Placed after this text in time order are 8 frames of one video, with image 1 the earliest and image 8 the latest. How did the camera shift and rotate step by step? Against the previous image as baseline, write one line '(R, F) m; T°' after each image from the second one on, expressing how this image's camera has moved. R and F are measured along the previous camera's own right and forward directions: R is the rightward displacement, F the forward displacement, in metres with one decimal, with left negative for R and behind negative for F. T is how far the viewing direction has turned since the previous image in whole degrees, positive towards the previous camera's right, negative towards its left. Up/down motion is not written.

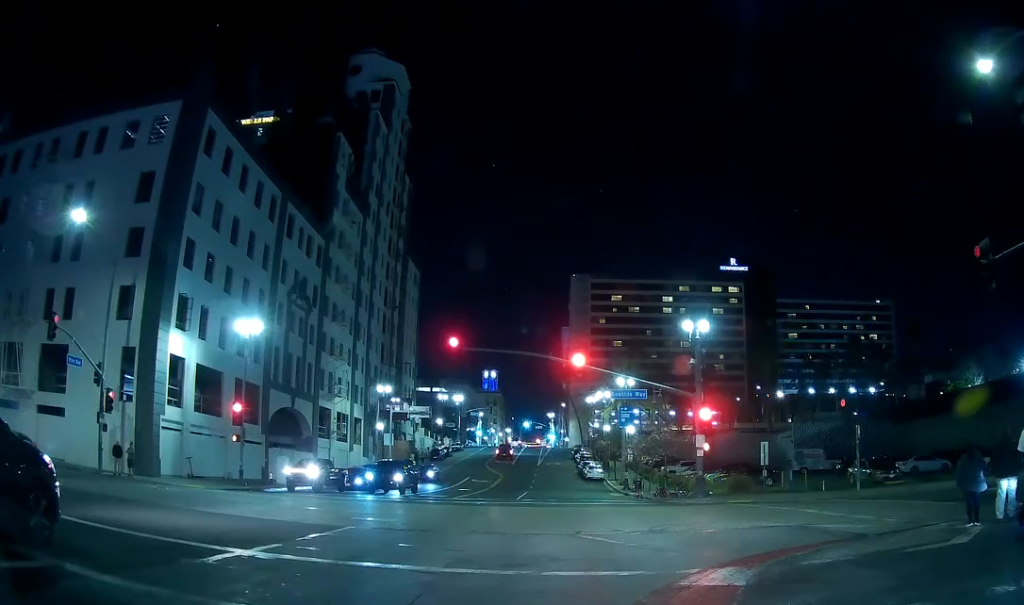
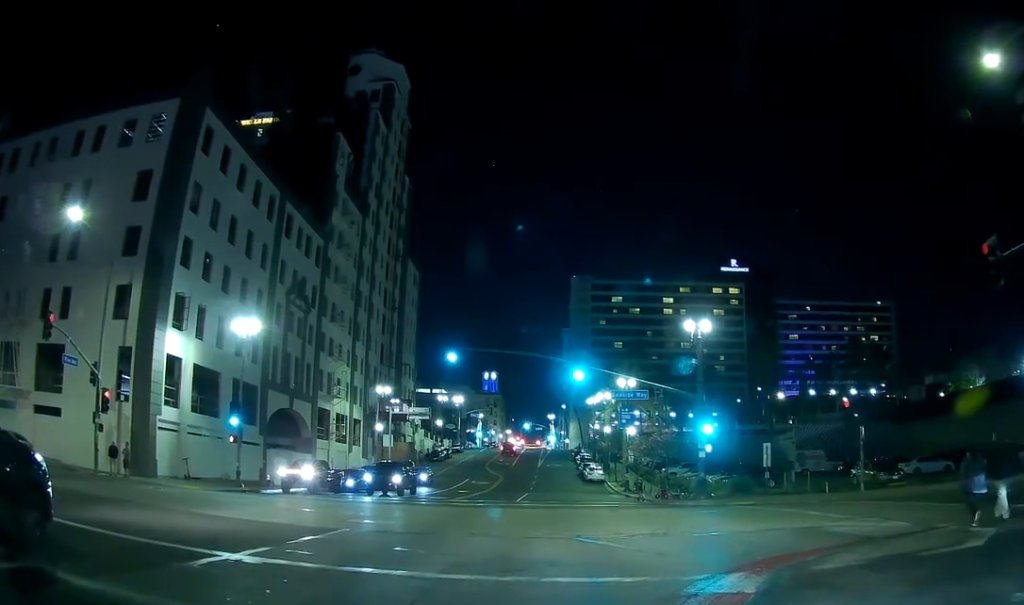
(0.0, +0.3) m; 0°
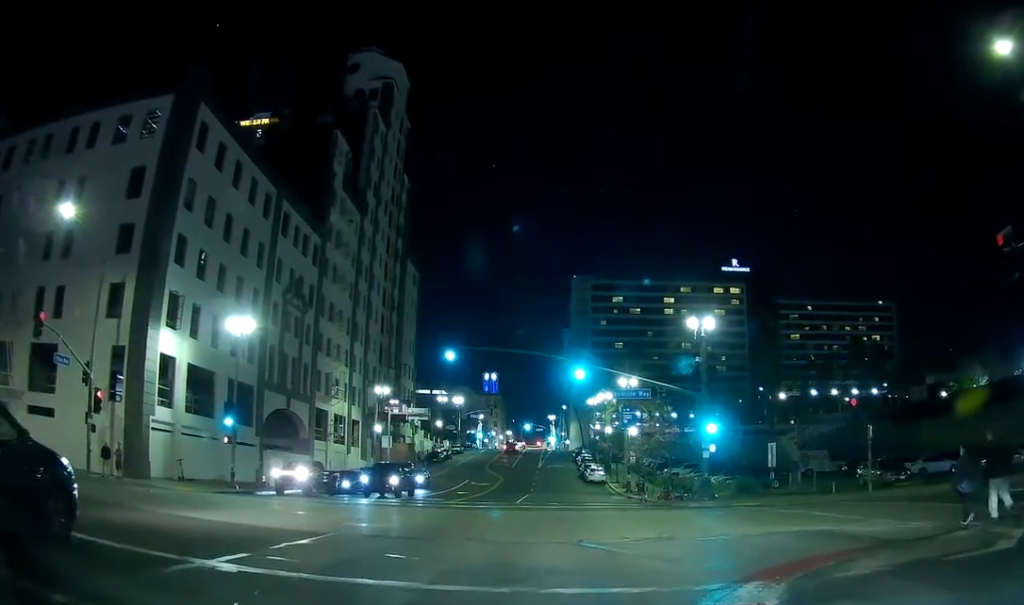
(0.0, +0.5) m; 0°
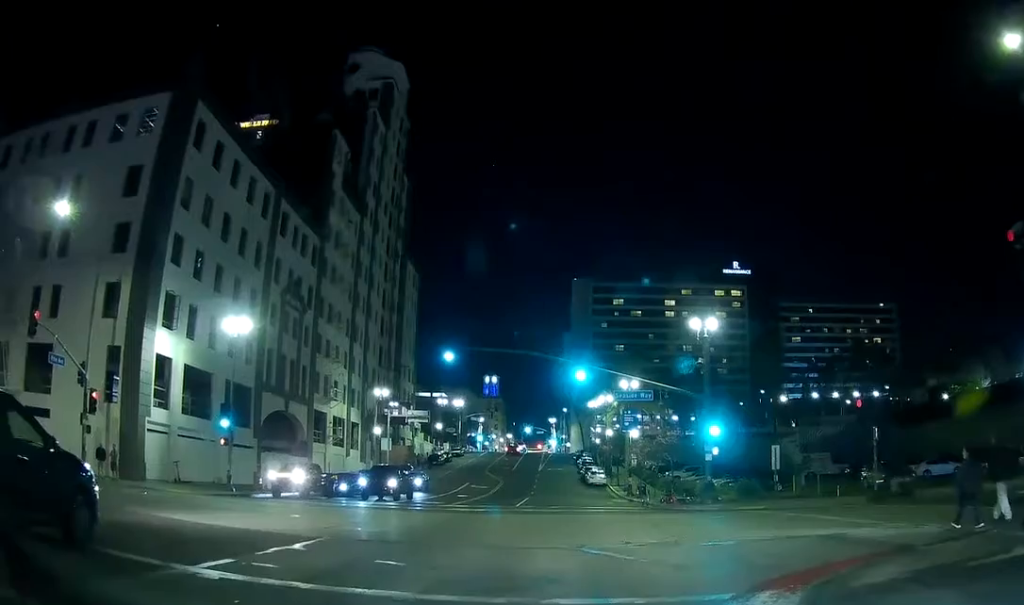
(0.0, +0.5) m; 0°
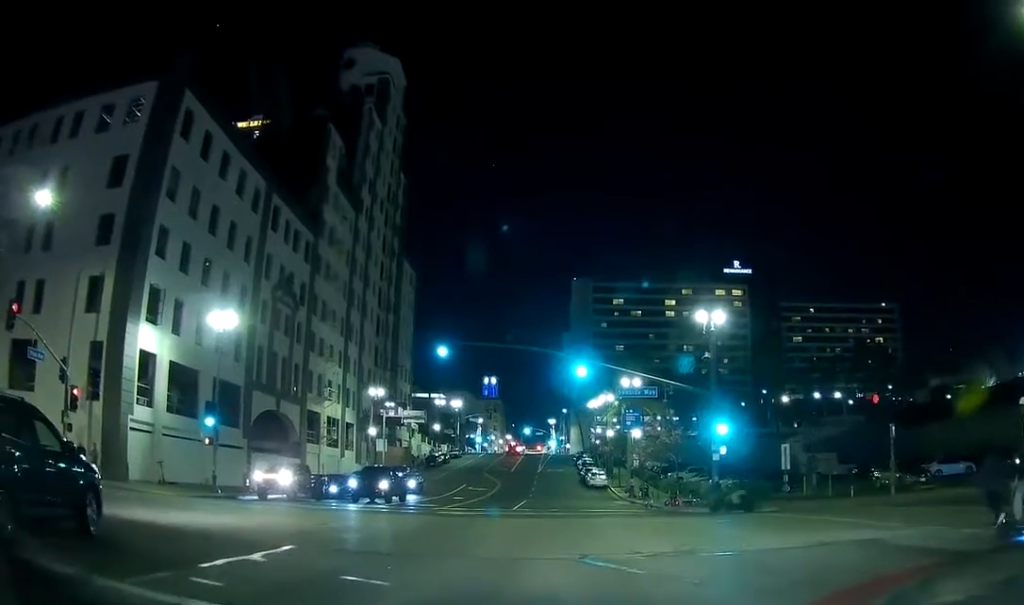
(0.0, +1.3) m; 0°
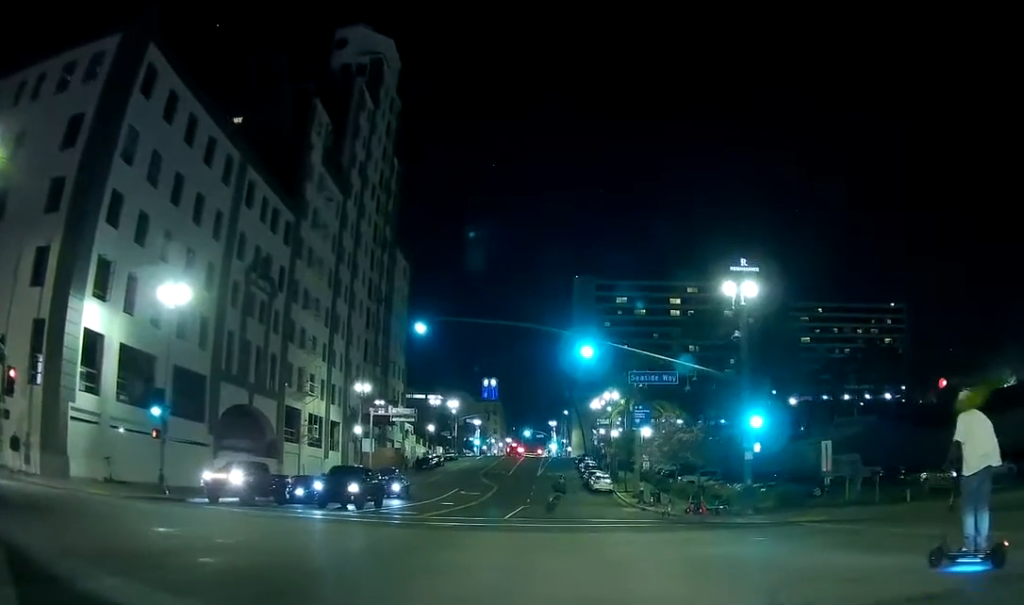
(-0.1, +5.3) m; -6°
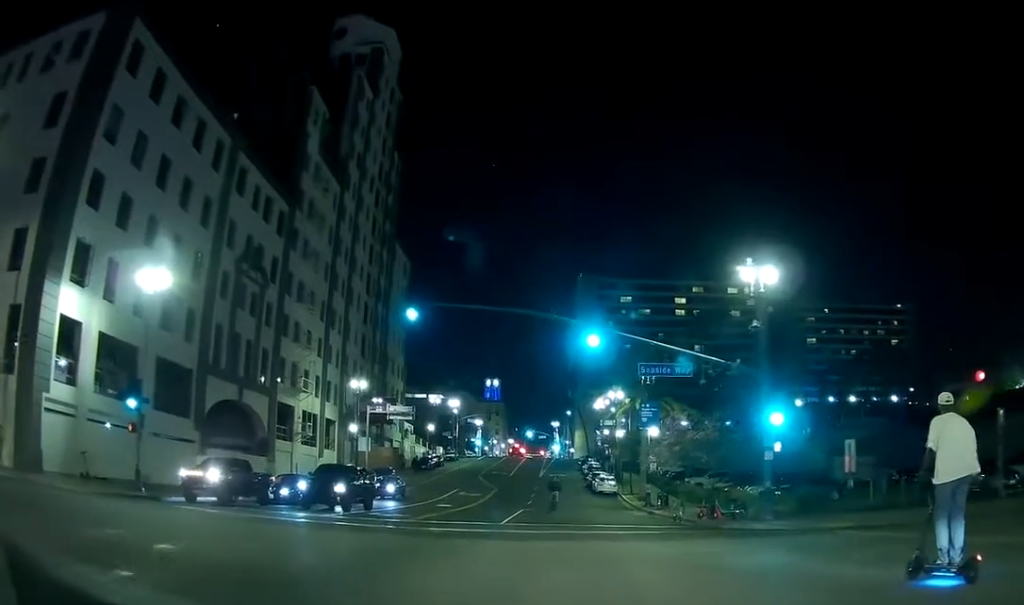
(-0.1, +2.5) m; -1°
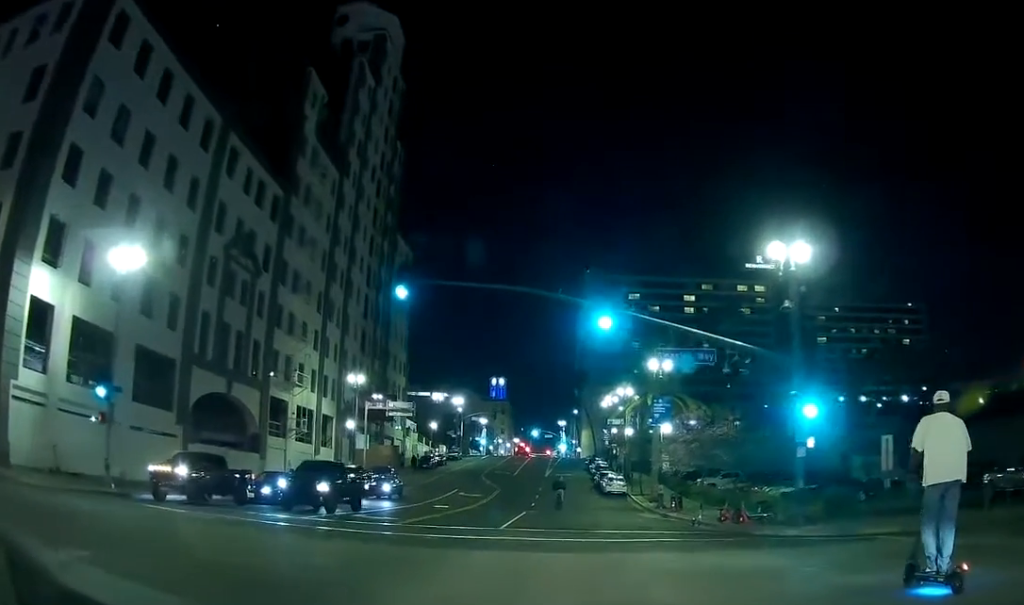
(-0.1, +3.0) m; -1°
